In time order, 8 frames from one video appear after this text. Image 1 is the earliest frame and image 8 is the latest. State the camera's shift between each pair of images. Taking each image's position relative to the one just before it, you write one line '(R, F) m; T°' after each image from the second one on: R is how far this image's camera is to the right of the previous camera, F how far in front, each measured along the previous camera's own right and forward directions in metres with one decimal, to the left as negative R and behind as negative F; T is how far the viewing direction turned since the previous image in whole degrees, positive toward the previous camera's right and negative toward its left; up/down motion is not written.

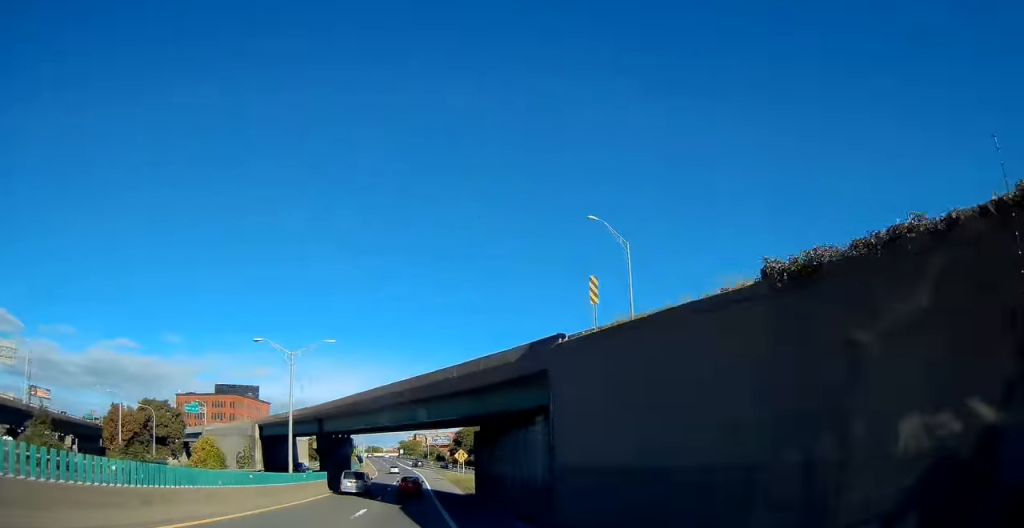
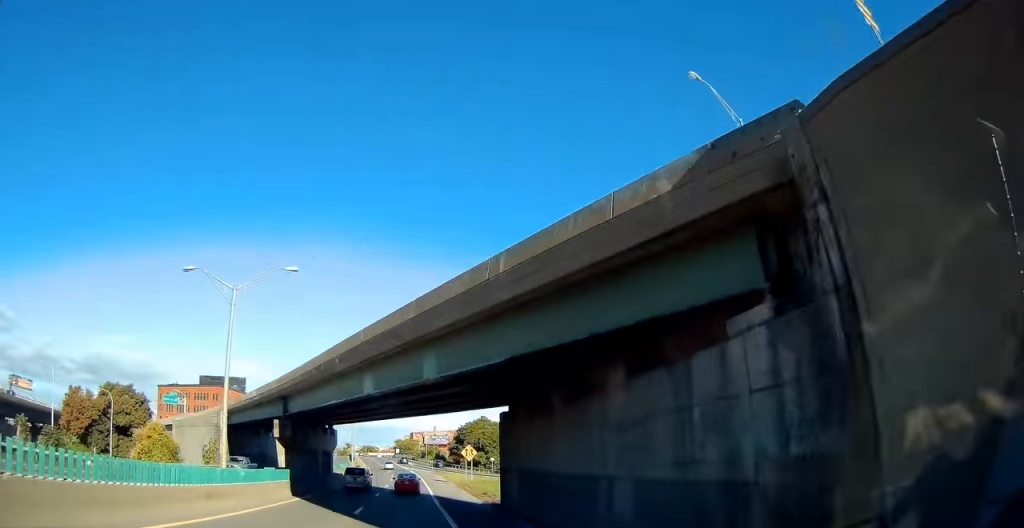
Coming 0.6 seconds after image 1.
(+0.3, +13.0) m; +2°
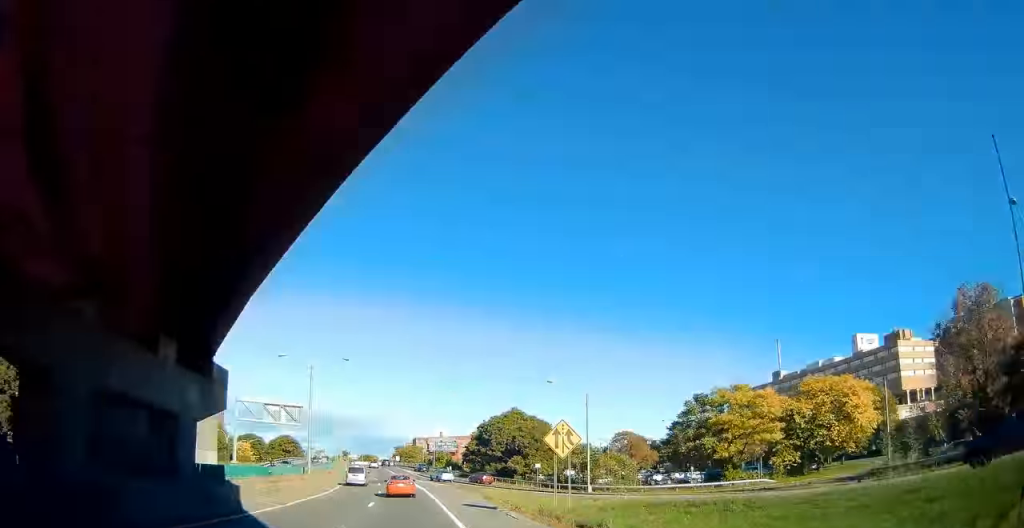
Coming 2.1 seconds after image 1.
(+0.9, +35.5) m; +2°
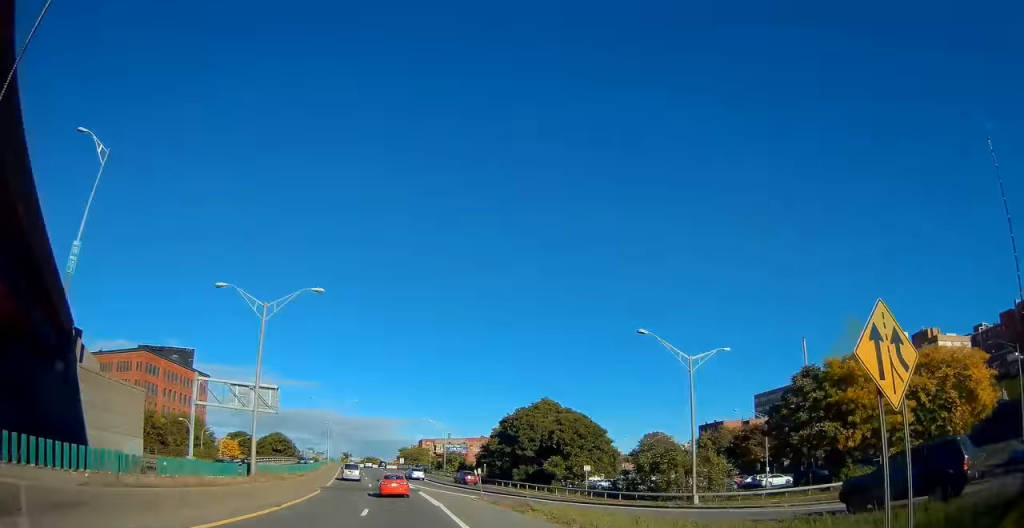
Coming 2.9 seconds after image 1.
(-0.1, +18.4) m; 0°
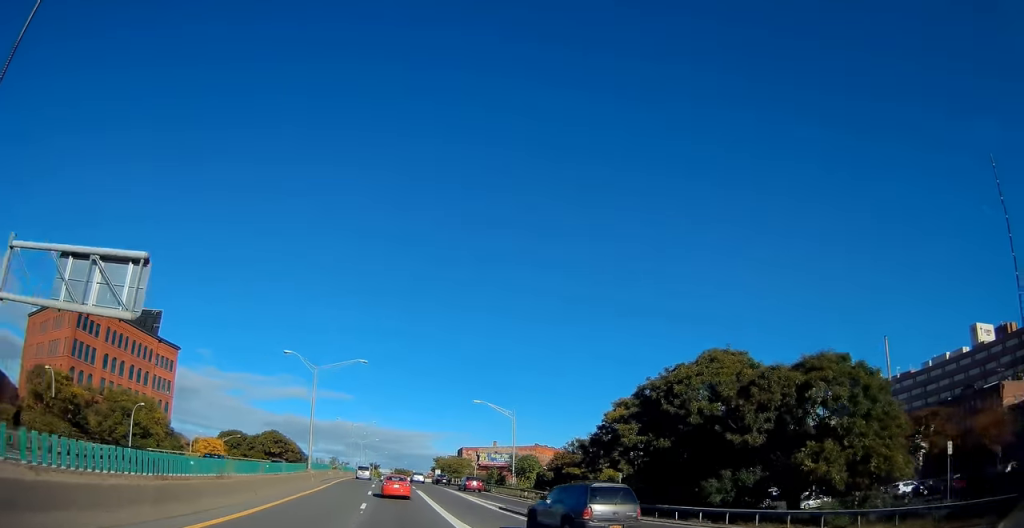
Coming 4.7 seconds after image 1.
(-0.2, +39.6) m; -2°
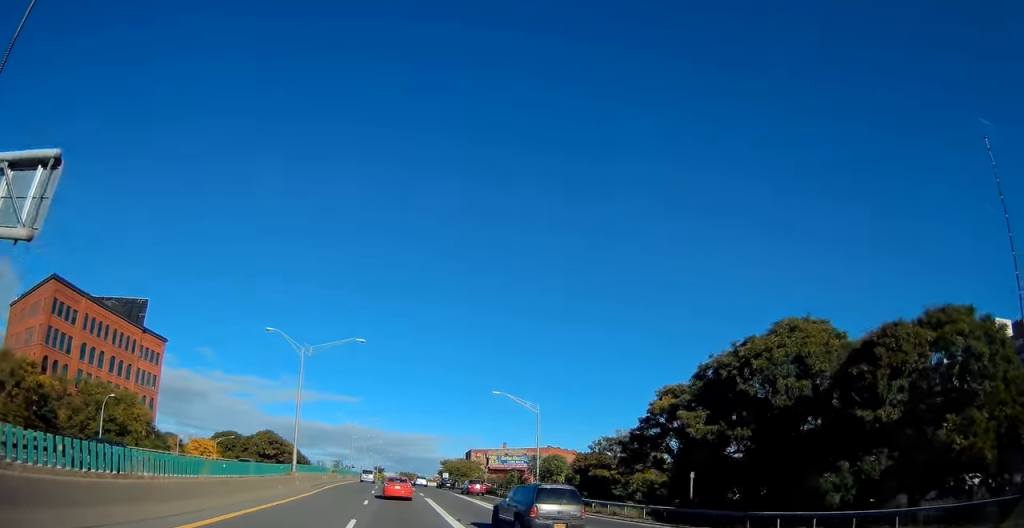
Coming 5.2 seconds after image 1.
(-0.2, +8.6) m; -1°
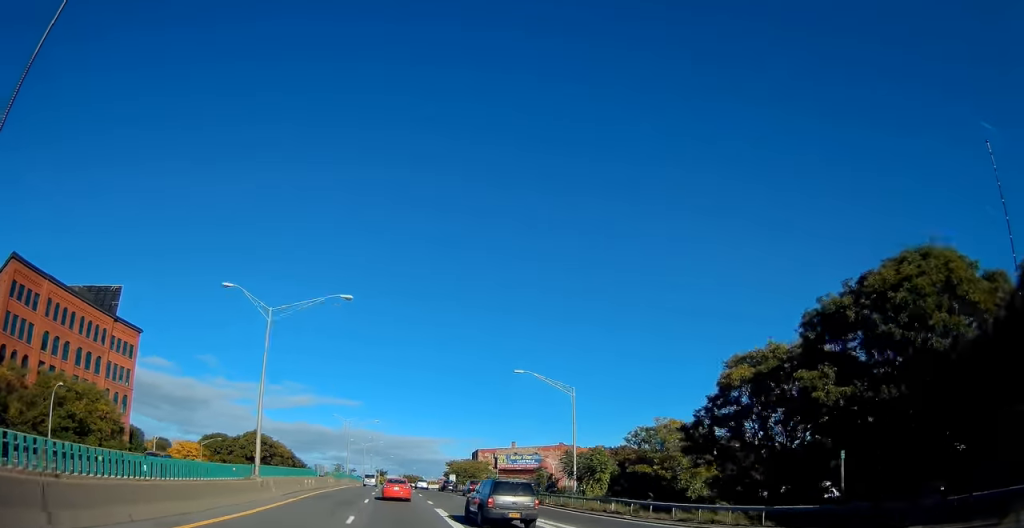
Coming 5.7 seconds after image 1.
(-0.1, +10.0) m; -1°
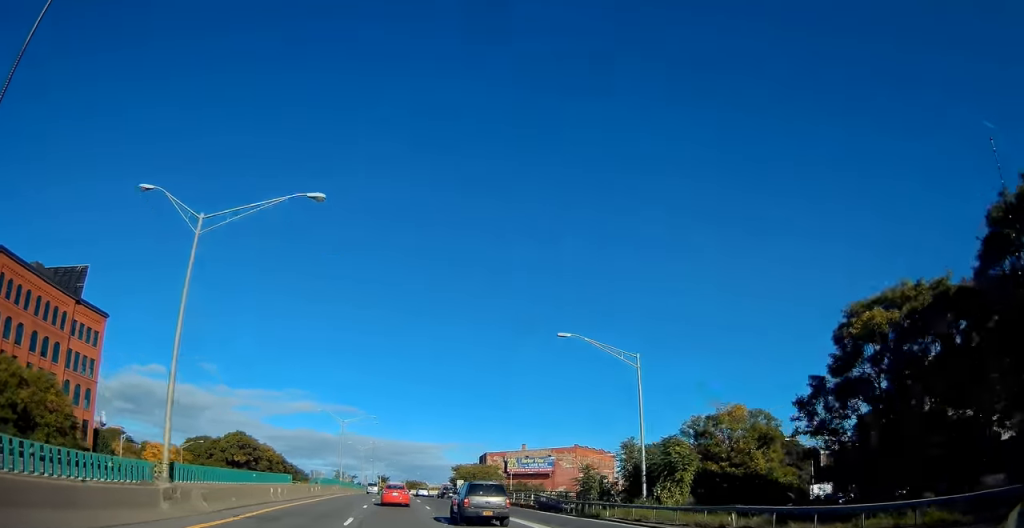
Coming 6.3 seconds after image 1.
(-0.1, +11.1) m; -1°
